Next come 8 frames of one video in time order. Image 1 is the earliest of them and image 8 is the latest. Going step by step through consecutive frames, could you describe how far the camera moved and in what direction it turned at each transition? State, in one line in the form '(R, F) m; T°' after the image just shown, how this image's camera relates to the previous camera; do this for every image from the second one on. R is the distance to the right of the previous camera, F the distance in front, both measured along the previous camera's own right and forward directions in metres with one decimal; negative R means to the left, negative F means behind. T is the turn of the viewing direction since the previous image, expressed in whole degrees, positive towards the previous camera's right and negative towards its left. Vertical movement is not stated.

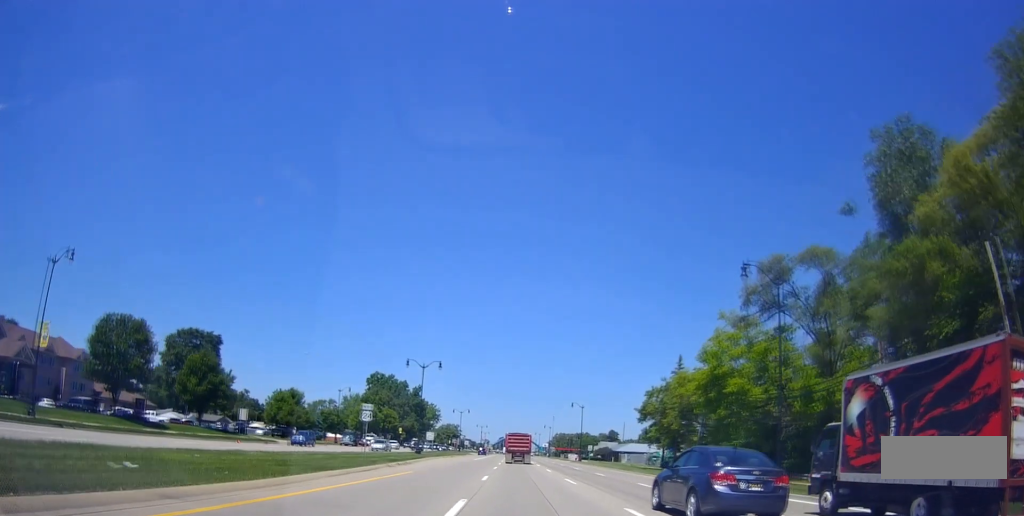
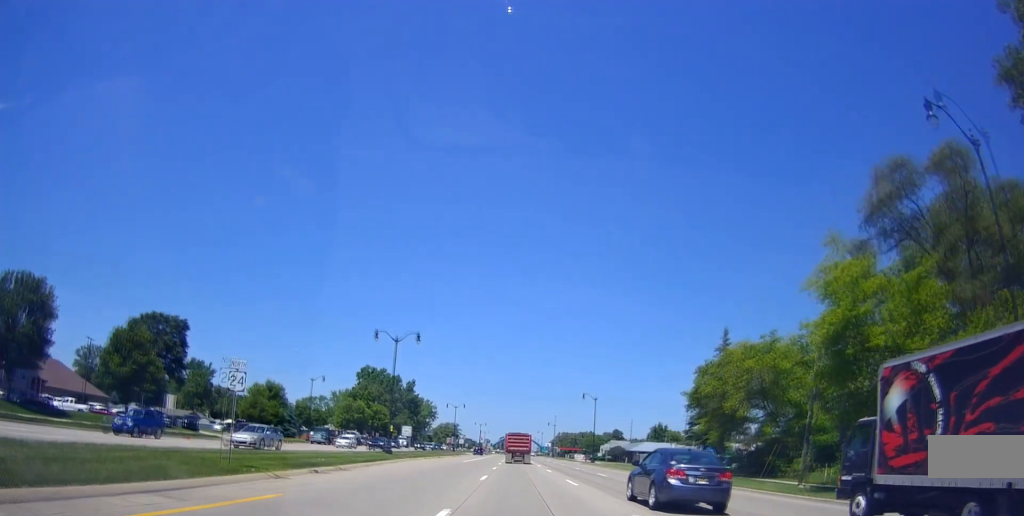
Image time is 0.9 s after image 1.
(+0.1, +15.9) m; +1°
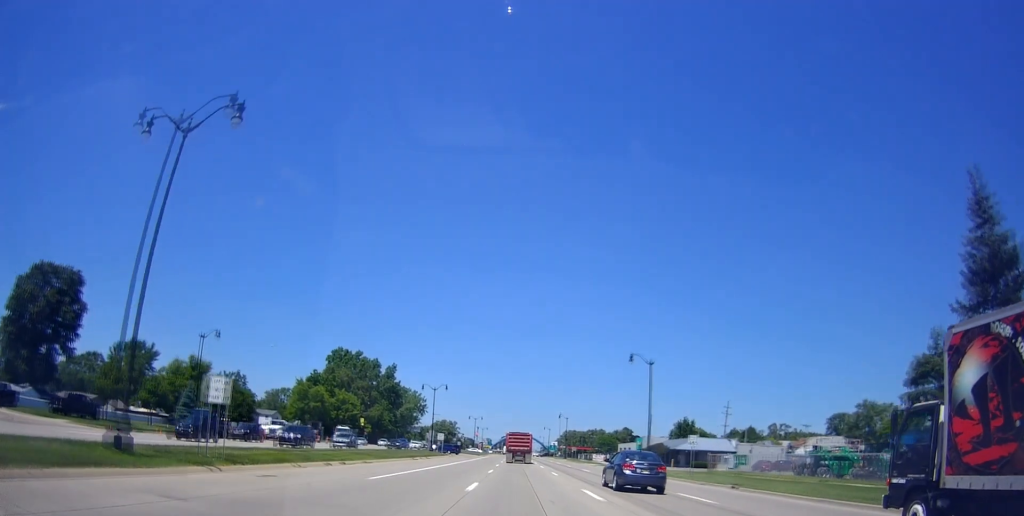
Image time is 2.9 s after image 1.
(-0.6, +36.4) m; -1°
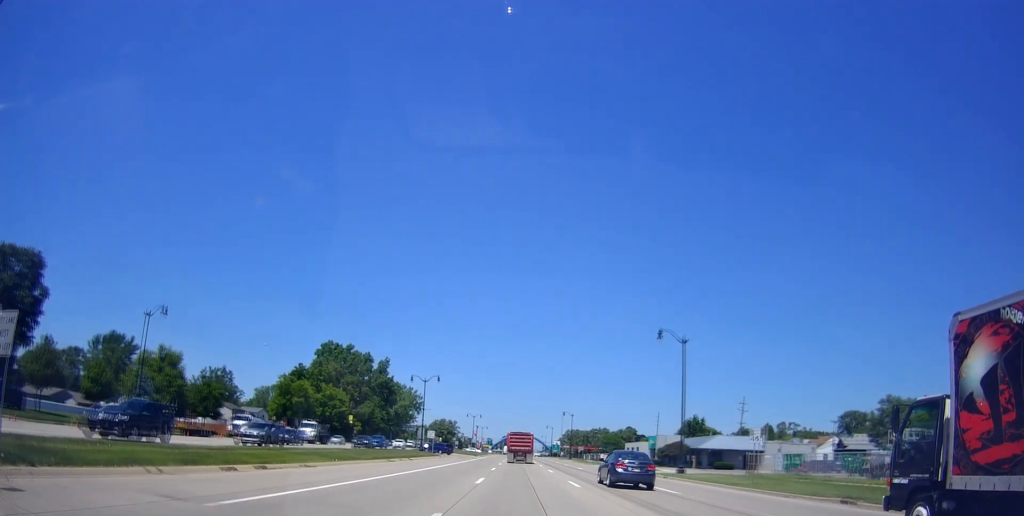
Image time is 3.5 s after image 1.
(+0.4, +10.9) m; +1°
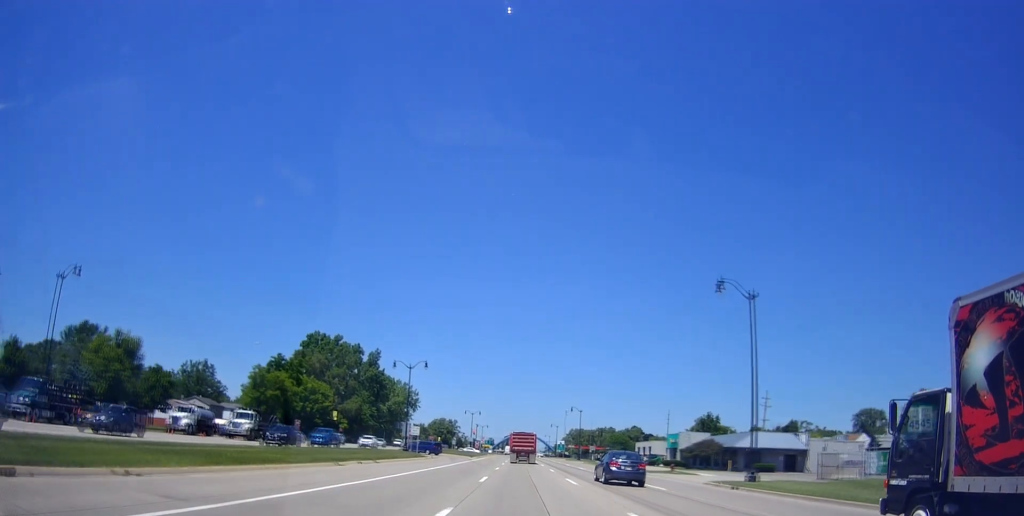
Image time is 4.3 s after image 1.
(0.0, +13.3) m; 0°
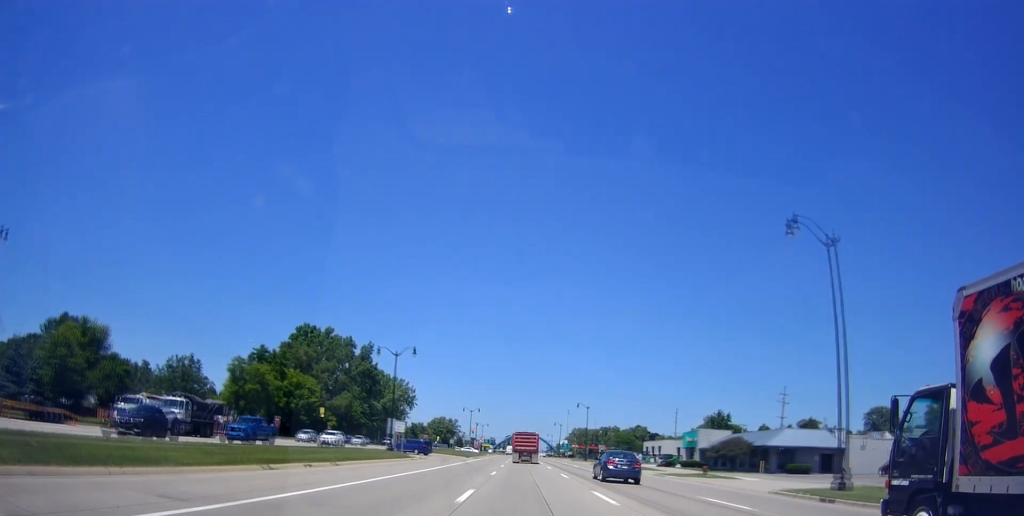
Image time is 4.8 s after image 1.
(0.0, +9.1) m; 0°
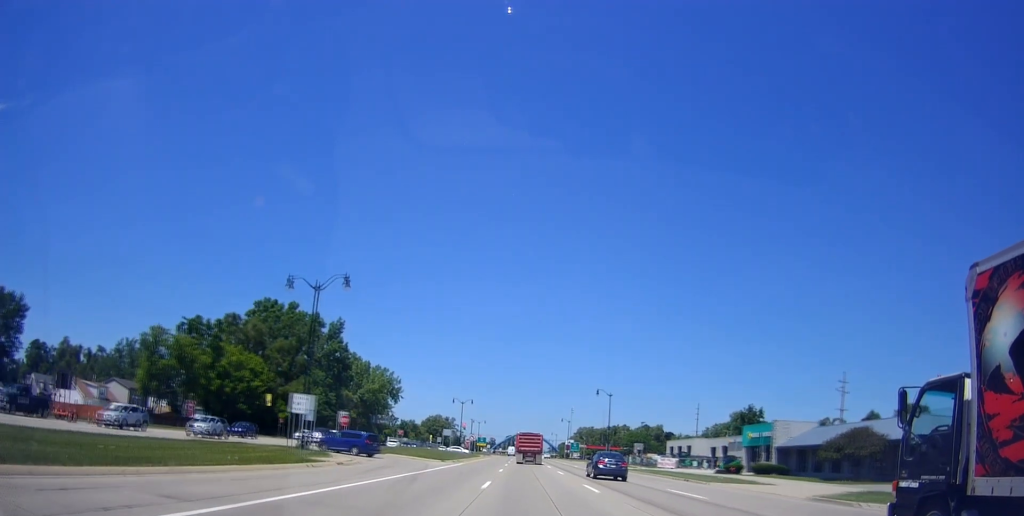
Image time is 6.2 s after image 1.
(+0.2, +25.4) m; 0°
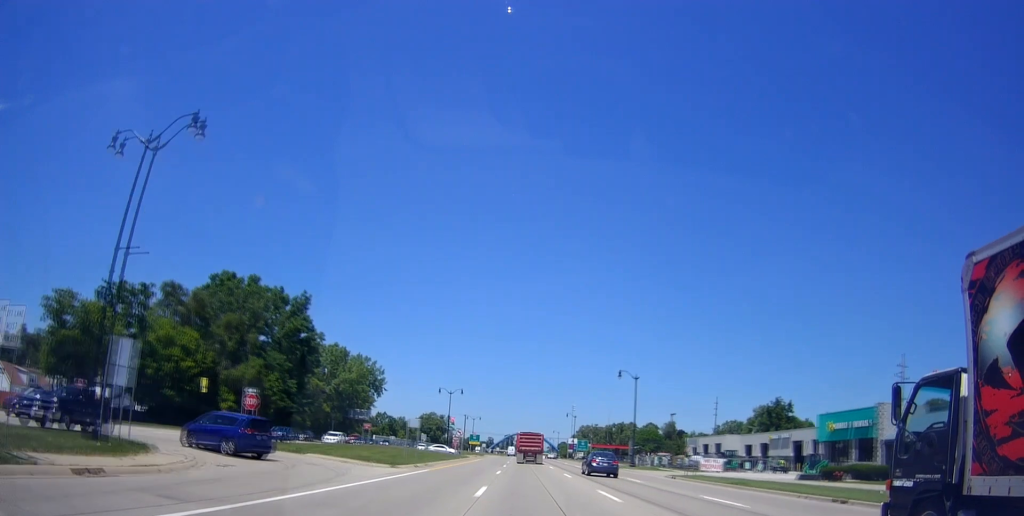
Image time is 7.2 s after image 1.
(-0.3, +19.3) m; -2°
